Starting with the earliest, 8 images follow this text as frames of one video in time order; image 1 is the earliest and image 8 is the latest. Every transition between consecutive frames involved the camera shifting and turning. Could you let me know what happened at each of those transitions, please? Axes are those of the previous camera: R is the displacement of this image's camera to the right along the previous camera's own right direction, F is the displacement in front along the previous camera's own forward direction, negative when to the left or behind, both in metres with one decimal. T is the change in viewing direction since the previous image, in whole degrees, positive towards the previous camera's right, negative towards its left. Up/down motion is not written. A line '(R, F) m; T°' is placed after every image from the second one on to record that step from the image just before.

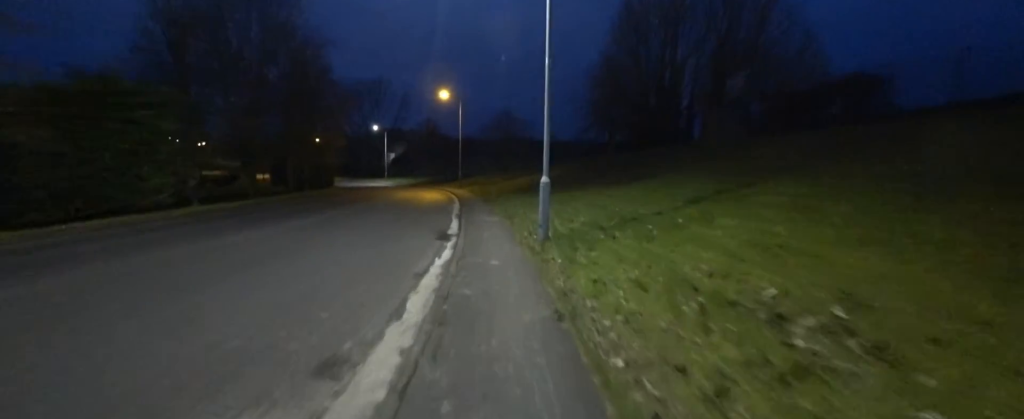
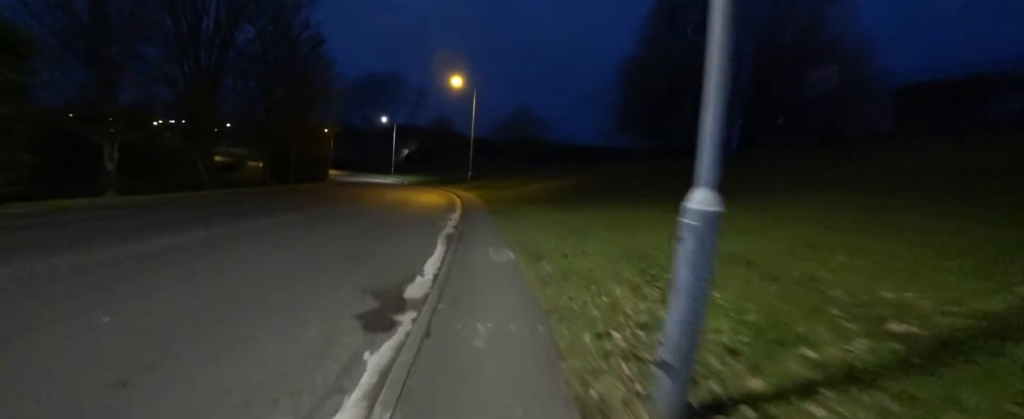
(0.0, +5.8) m; -5°
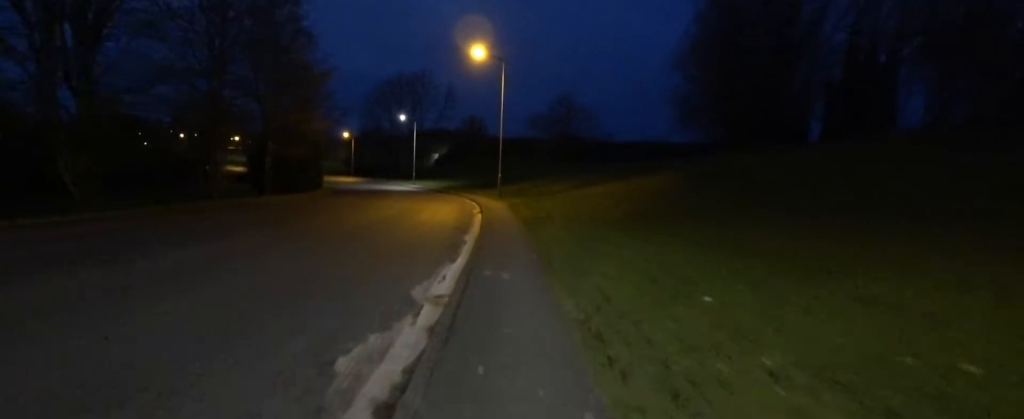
(-0.8, +9.3) m; -1°
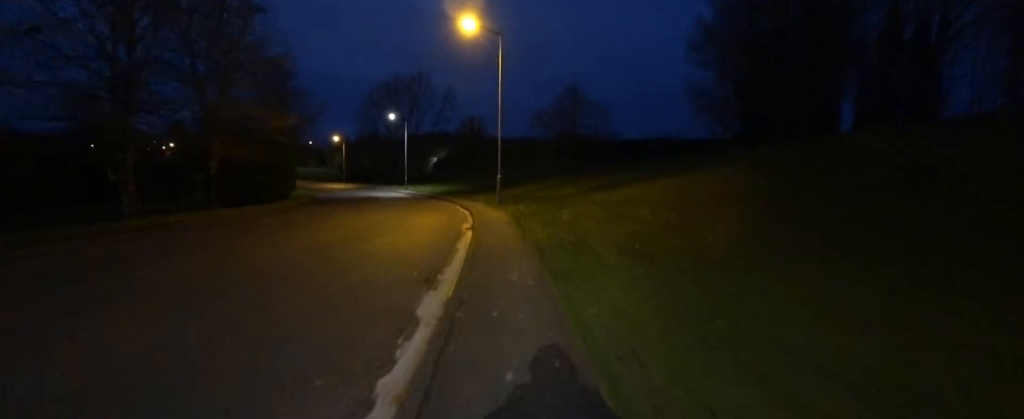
(+0.6, +5.3) m; +6°
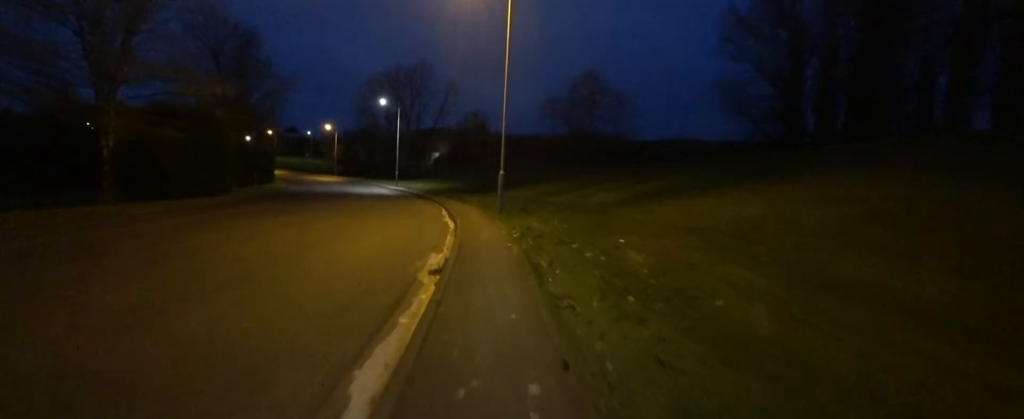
(0.0, +6.6) m; -8°
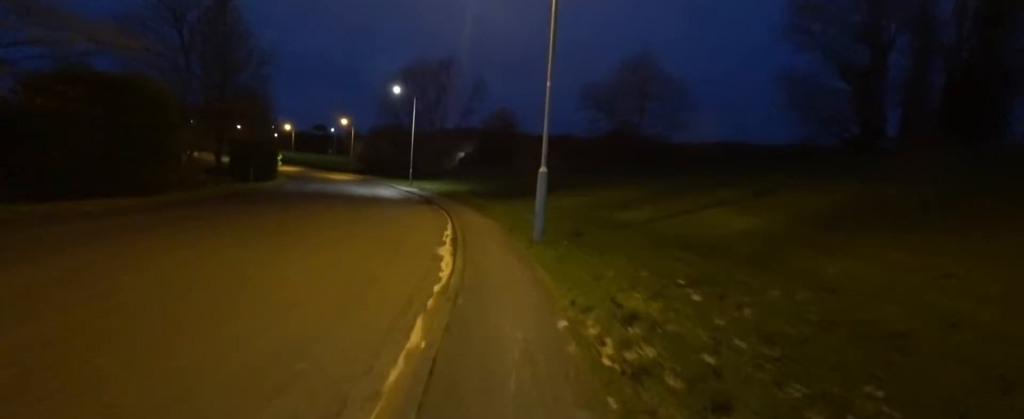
(-0.9, +6.2) m; -5°
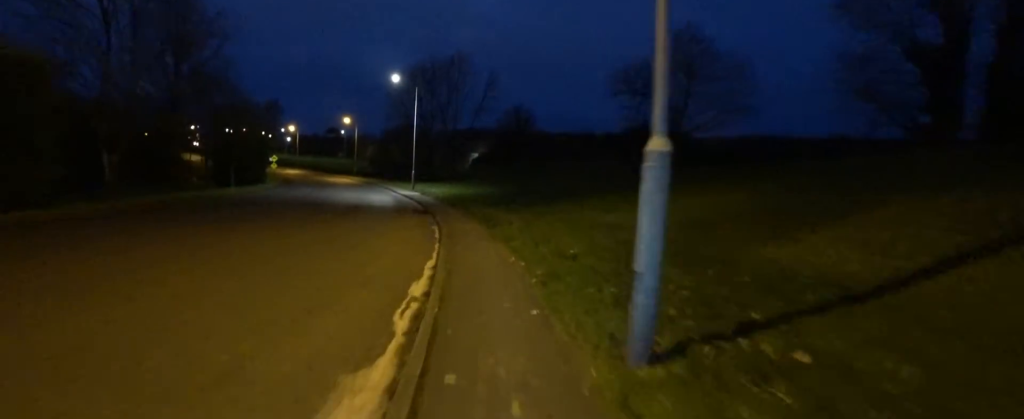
(+0.2, +5.7) m; -5°
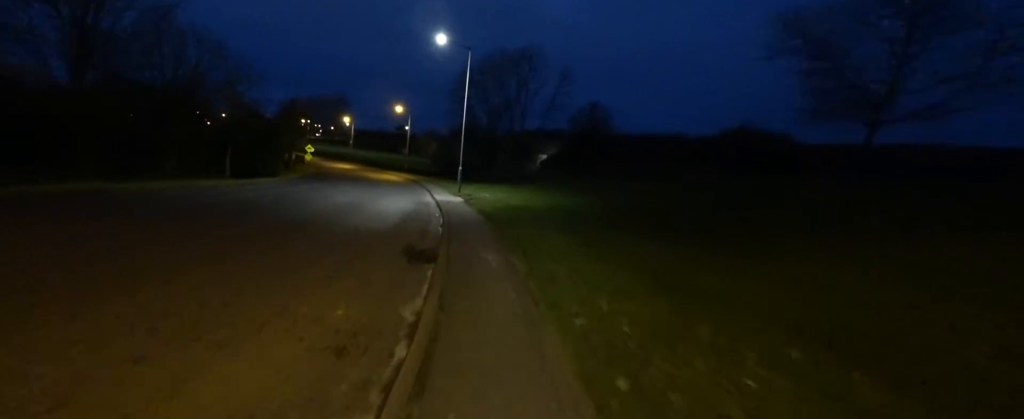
(-1.4, +9.9) m; -11°
